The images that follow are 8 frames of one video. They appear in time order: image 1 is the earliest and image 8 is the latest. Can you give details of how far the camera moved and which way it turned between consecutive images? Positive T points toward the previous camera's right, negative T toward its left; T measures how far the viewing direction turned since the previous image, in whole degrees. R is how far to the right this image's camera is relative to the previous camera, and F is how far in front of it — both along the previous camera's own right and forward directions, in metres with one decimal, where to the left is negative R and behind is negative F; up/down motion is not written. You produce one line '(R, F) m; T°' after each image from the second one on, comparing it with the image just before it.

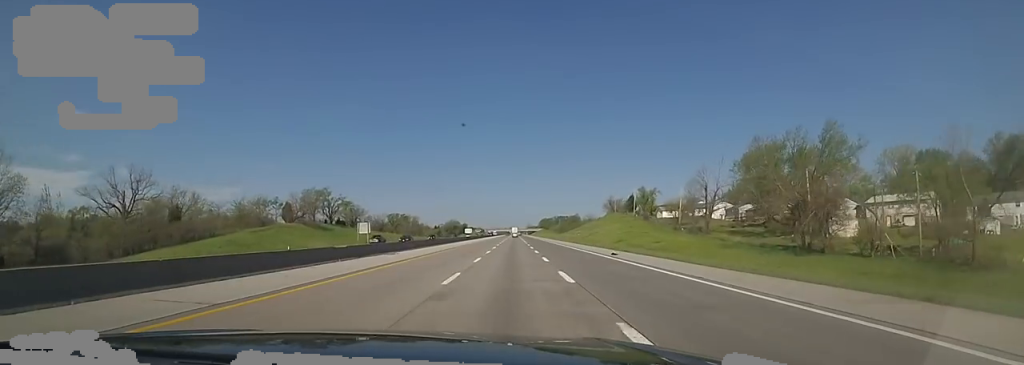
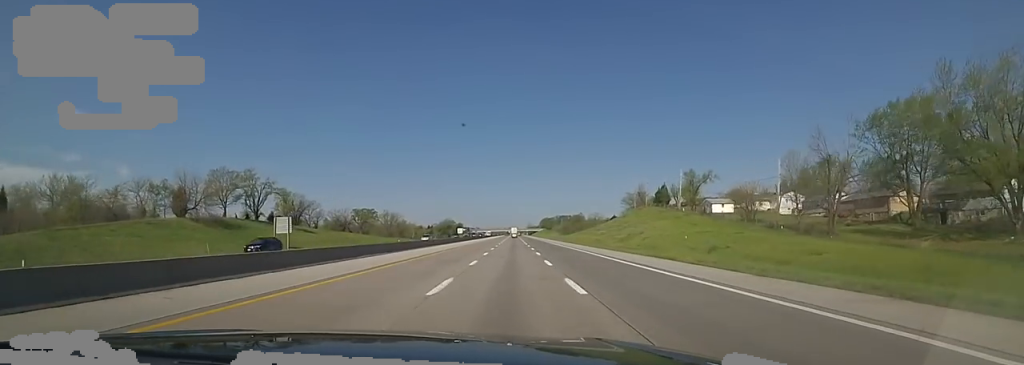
(-1.5, +41.9) m; -1°
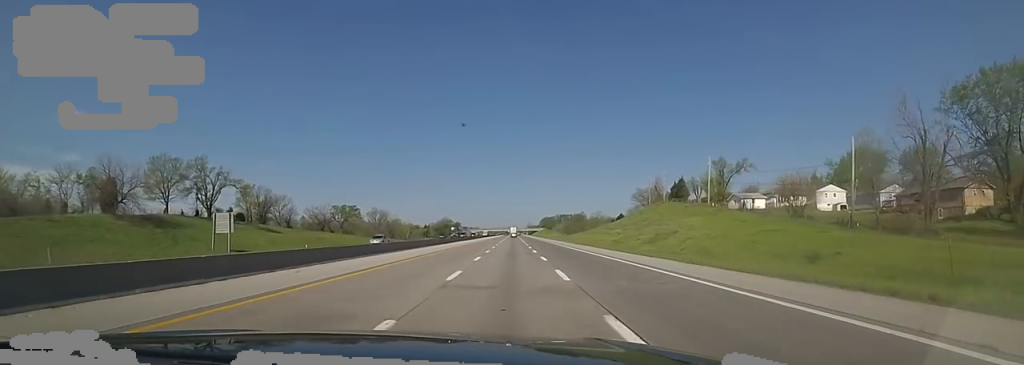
(+0.7, +16.4) m; +1°
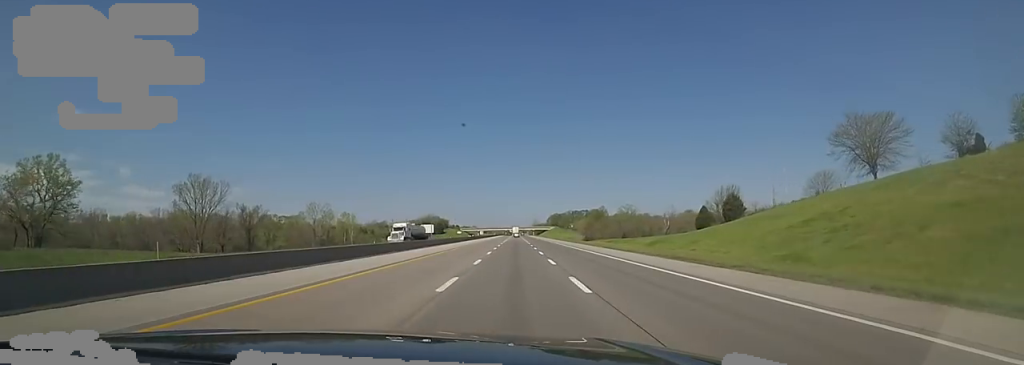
(+2.5, +111.8) m; -1°
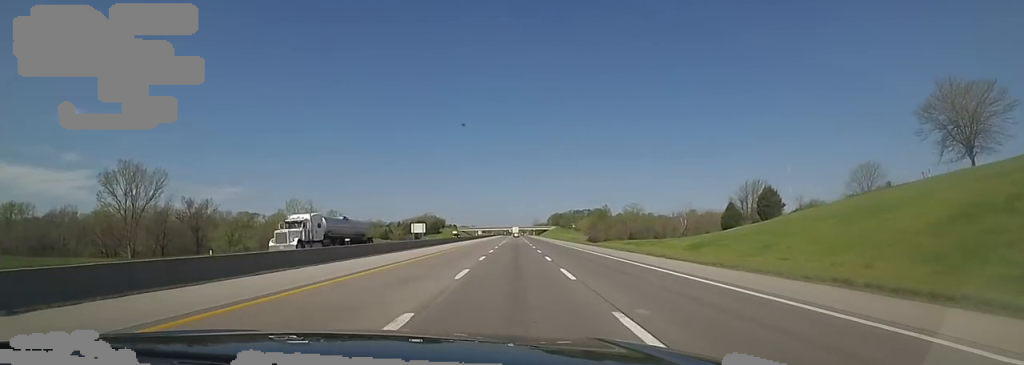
(-0.6, +16.7) m; 0°
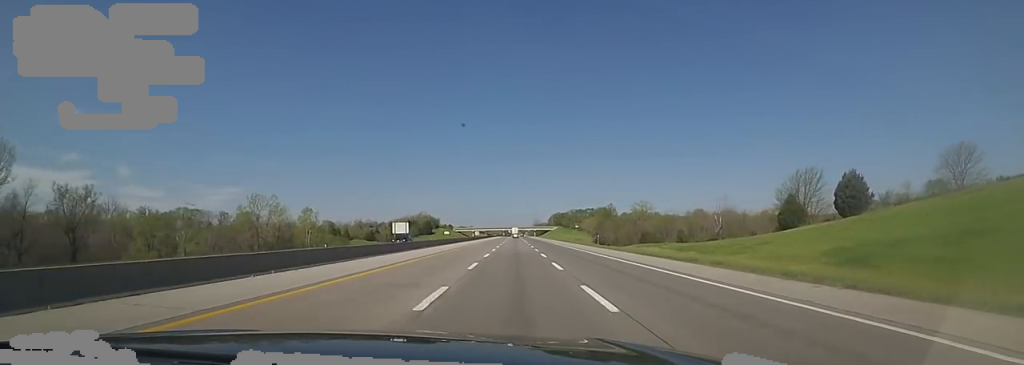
(-0.7, +25.7) m; 0°
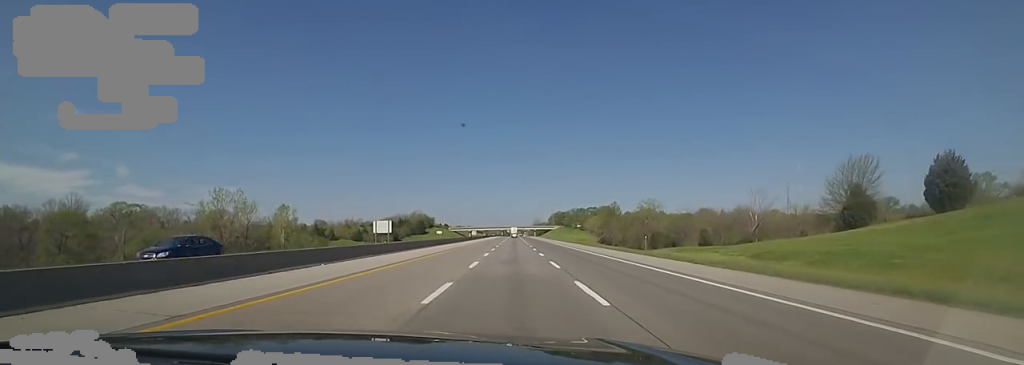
(+0.7, +18.9) m; +2°
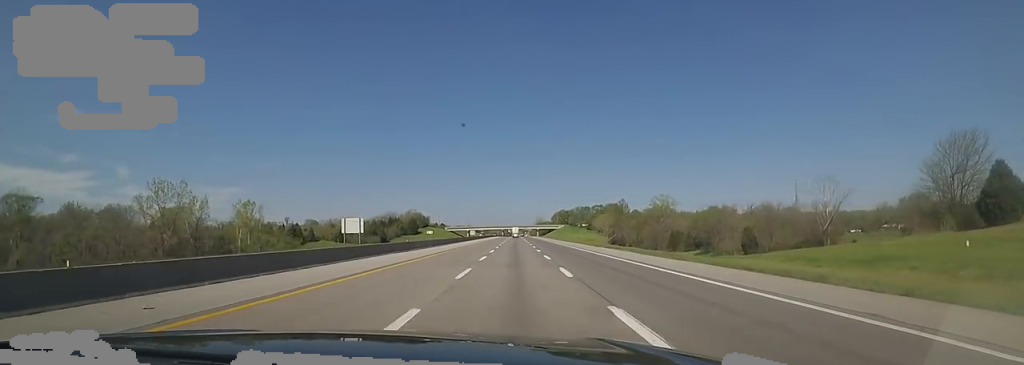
(+0.3, +24.3) m; +1°
